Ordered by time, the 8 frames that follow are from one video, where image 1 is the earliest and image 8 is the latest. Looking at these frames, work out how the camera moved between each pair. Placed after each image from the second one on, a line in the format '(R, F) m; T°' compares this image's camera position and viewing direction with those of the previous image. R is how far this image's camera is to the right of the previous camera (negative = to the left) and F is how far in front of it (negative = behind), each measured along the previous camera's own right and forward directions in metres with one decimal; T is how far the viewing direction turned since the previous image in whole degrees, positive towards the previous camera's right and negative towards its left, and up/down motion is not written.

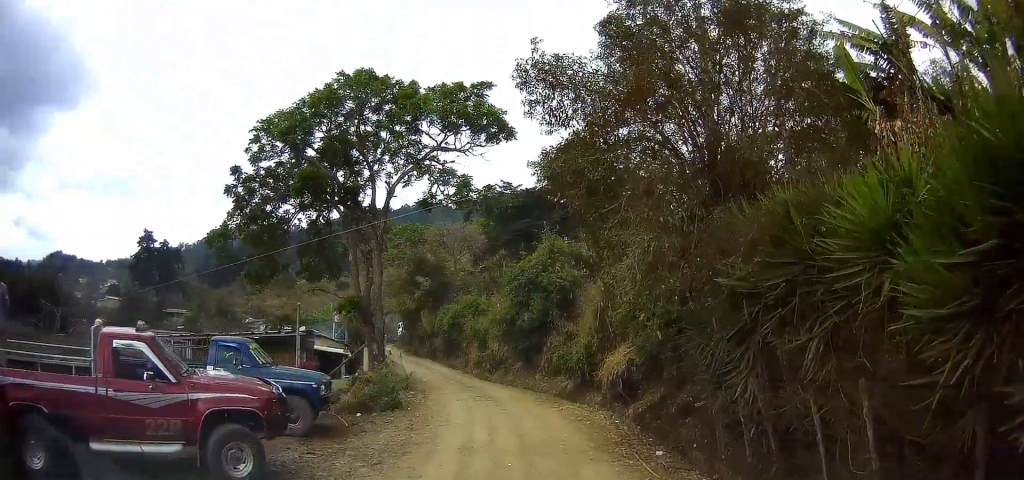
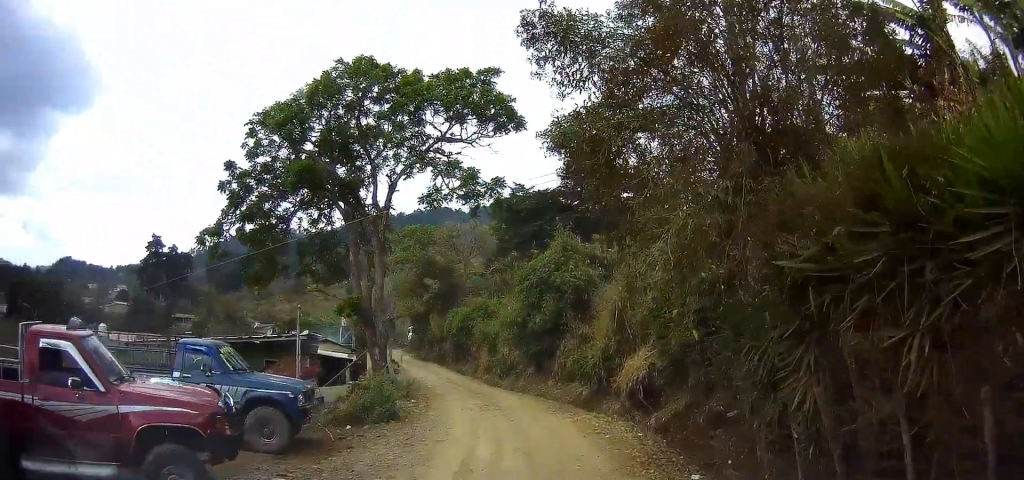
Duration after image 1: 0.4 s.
(0.0, +1.5) m; -1°
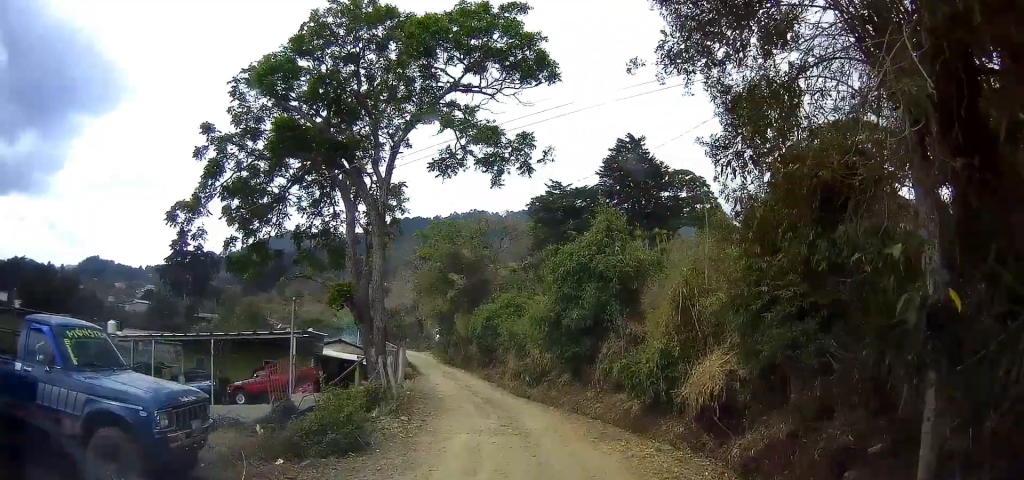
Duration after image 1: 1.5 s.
(-0.1, +4.1) m; -4°
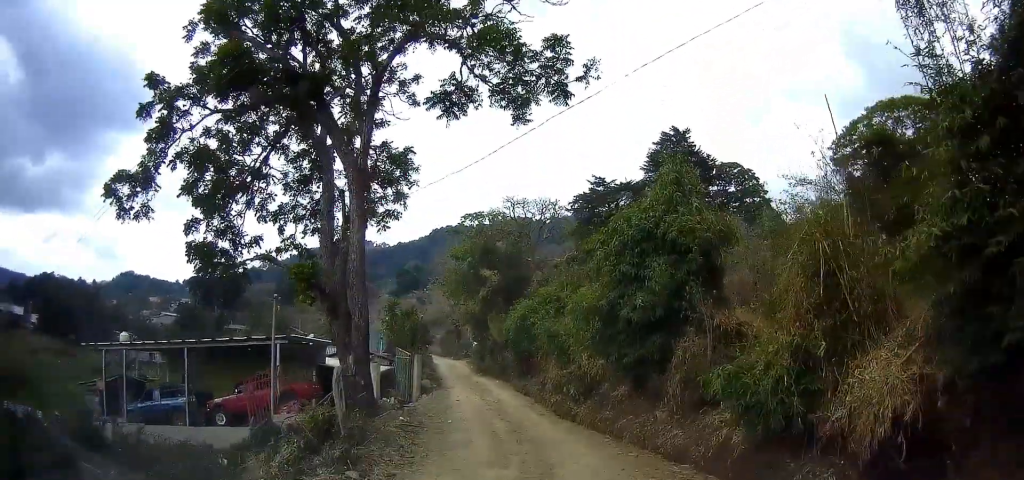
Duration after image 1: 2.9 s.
(-0.3, +5.1) m; -5°
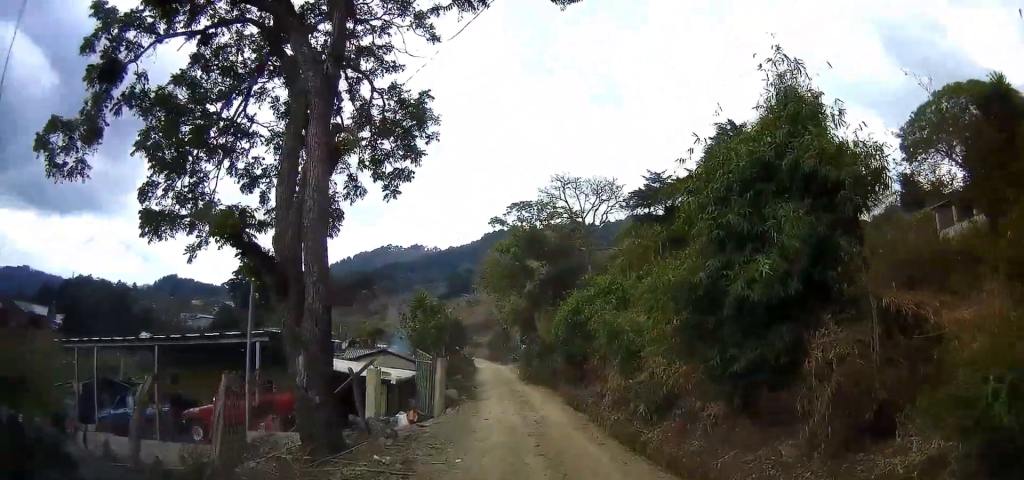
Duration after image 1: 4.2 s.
(-0.2, +4.5) m; -6°
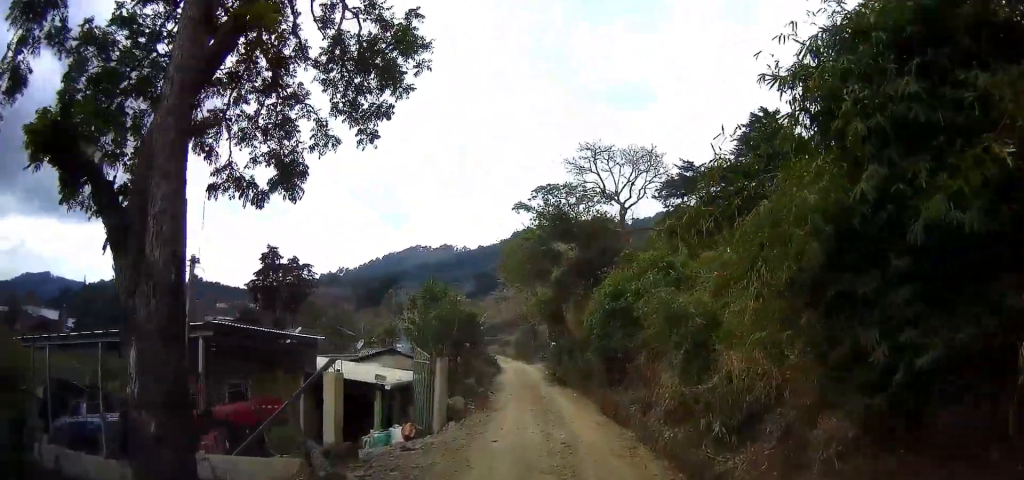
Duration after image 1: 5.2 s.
(-0.1, +3.7) m; -2°
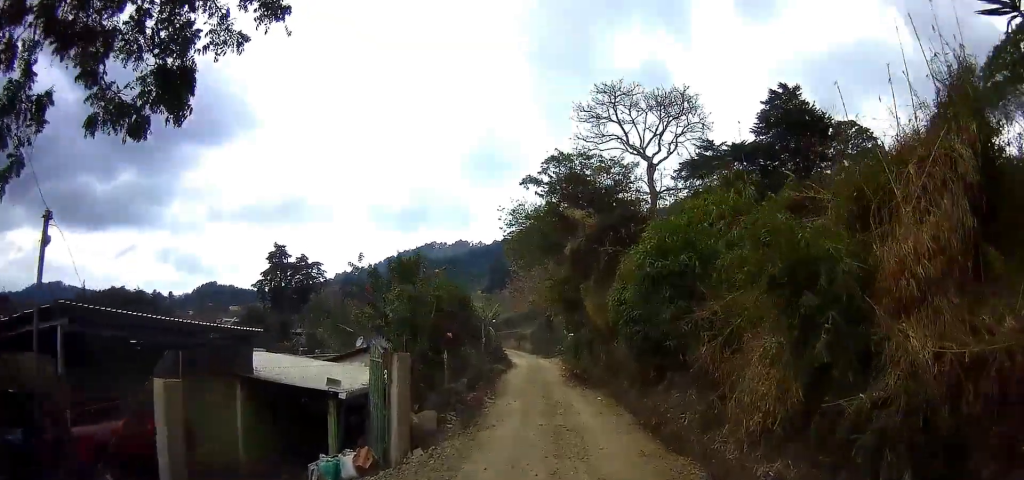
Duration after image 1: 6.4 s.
(0.0, +4.4) m; -4°
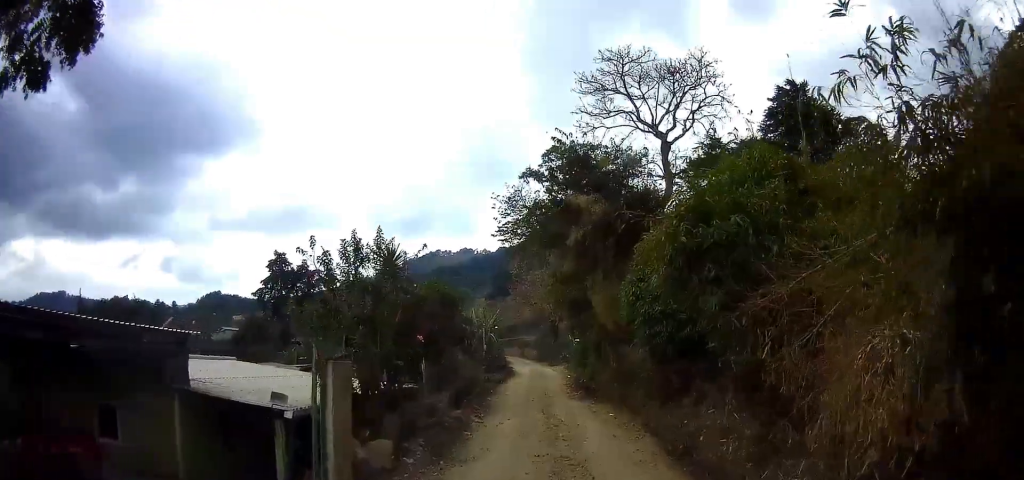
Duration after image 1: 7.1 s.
(-0.2, +2.6) m; -4°
